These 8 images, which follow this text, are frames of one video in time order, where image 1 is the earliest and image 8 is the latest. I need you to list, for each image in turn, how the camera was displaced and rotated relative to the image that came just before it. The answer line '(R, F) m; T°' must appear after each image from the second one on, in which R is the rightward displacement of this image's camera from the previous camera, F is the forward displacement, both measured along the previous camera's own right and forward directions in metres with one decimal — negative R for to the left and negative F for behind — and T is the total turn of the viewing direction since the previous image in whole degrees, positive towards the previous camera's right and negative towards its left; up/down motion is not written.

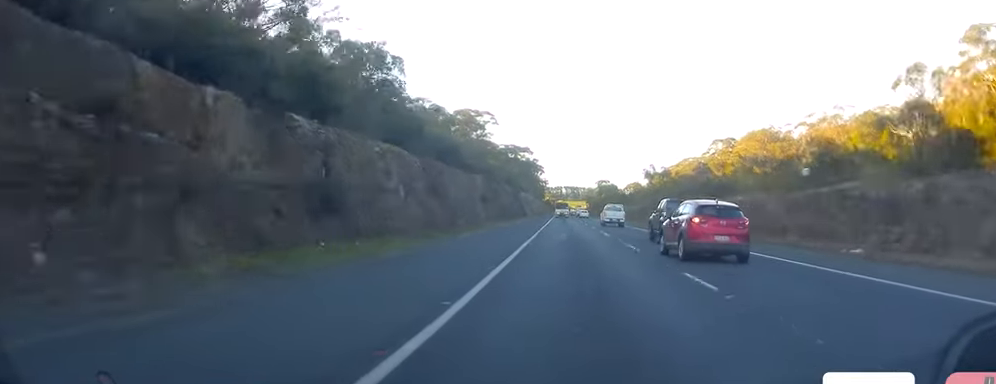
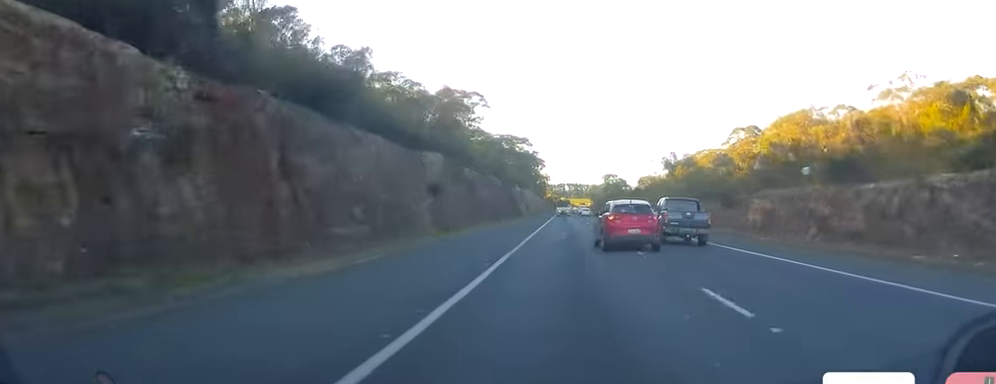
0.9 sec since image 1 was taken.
(-0.4, +26.8) m; 0°
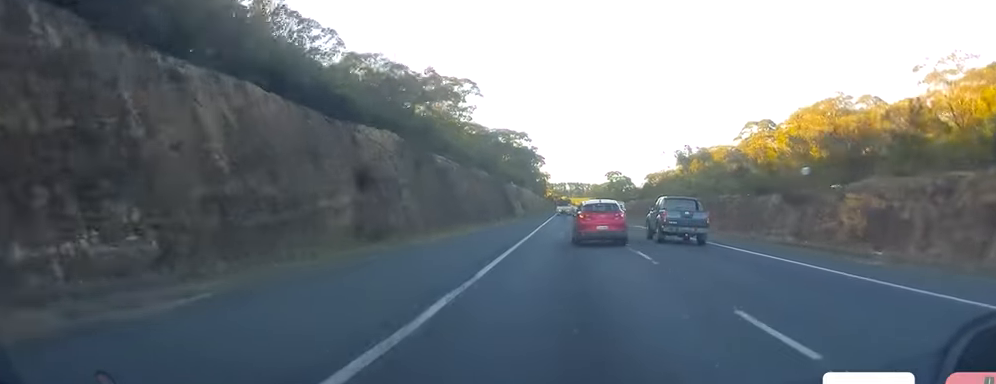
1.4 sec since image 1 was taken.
(+0.1, +14.4) m; 0°
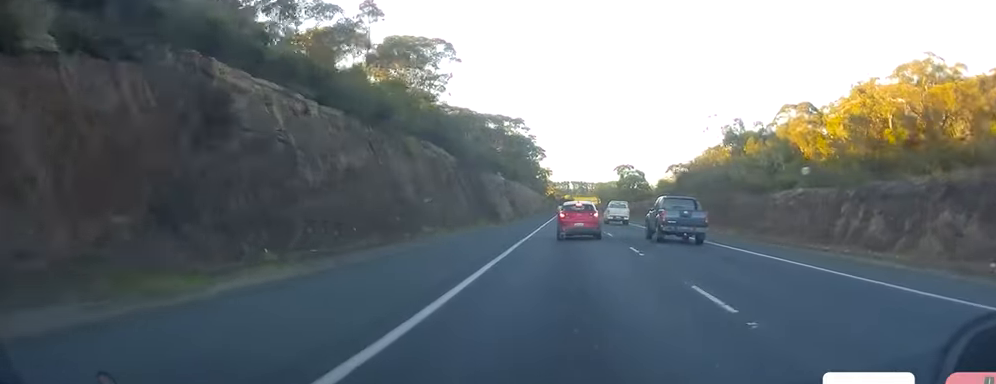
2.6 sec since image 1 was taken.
(-0.2, +32.6) m; 0°
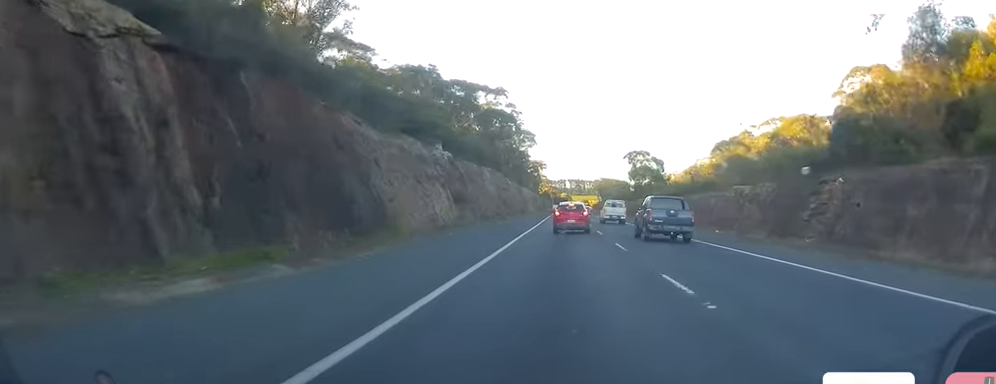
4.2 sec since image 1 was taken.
(+0.4, +46.0) m; +1°
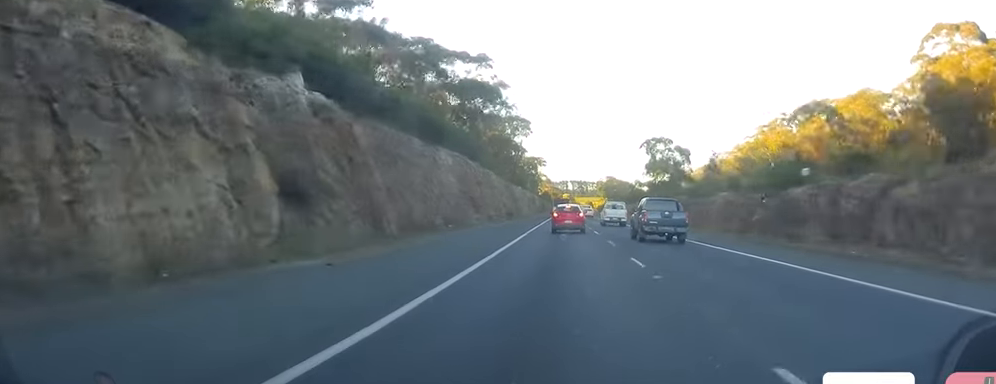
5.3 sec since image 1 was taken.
(-0.3, +31.7) m; 0°
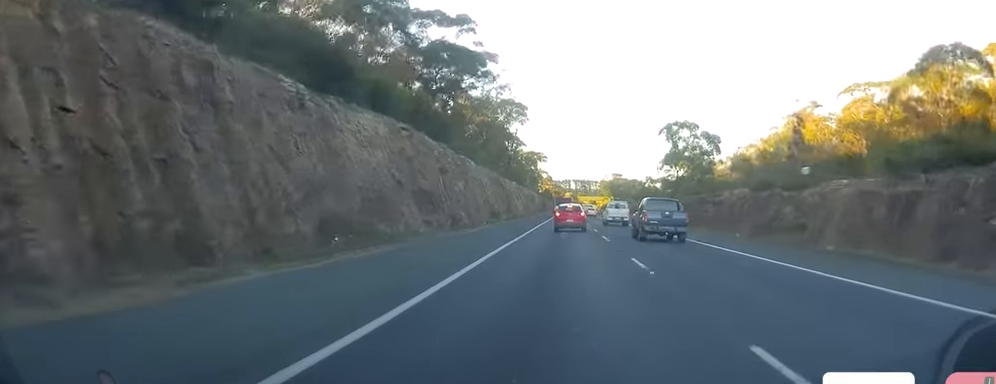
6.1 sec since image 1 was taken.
(+0.3, +23.0) m; +1°
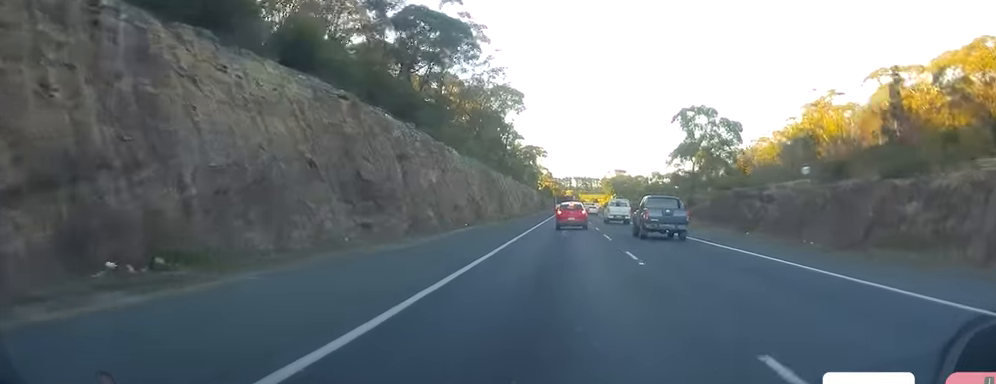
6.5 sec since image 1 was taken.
(0.0, +12.5) m; -1°
